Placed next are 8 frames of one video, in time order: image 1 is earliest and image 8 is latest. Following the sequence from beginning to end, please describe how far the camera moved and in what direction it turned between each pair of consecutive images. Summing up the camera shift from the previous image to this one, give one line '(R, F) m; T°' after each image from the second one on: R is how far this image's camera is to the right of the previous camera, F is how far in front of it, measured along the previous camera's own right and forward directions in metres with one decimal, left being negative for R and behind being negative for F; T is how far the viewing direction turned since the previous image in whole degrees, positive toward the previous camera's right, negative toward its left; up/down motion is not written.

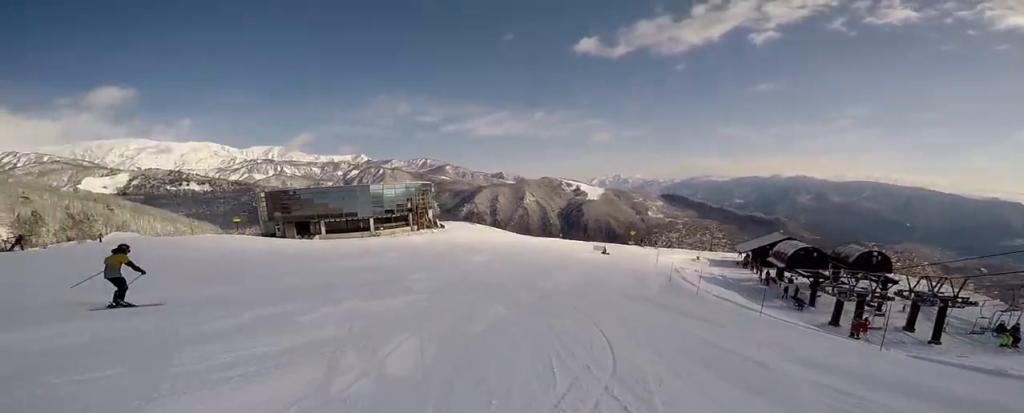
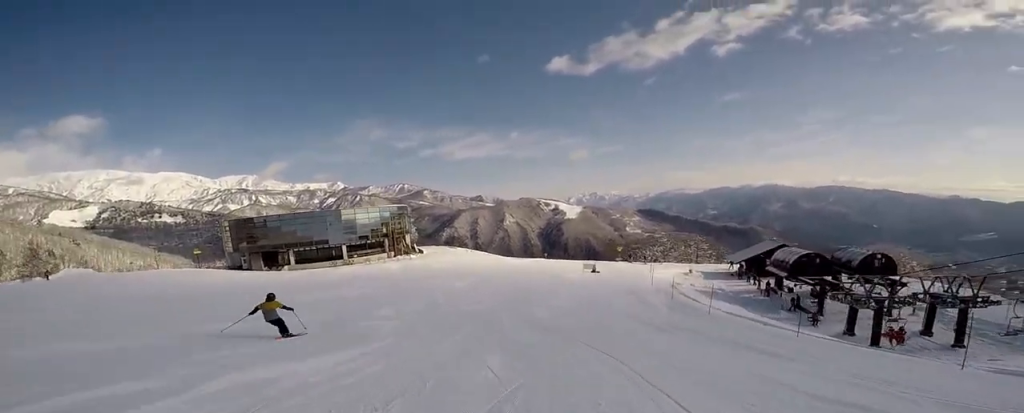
(-0.2, +3.7) m; +4°
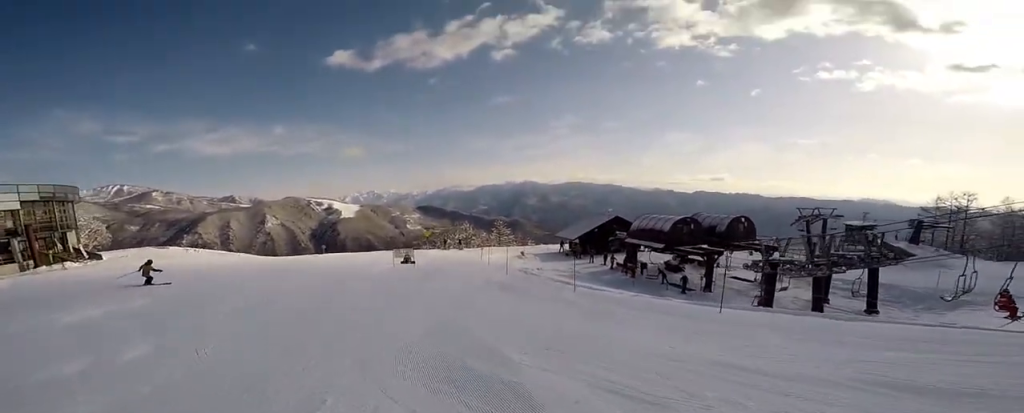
(+5.4, +15.5) m; +25°
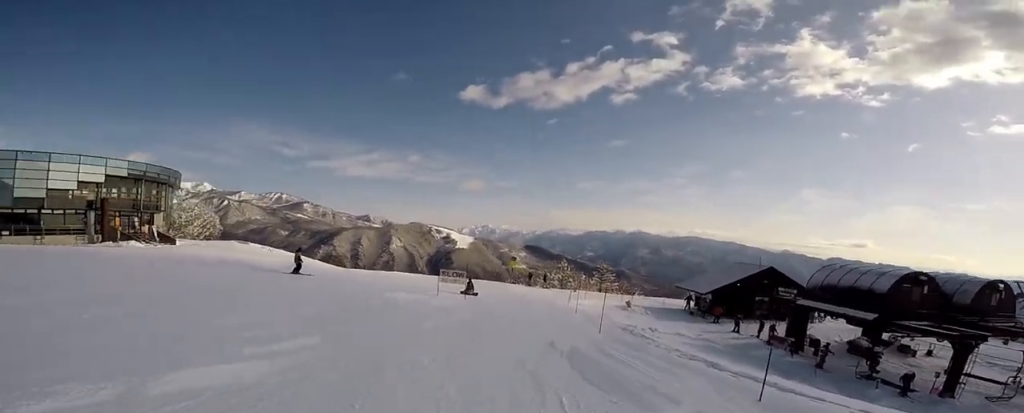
(-0.8, +9.7) m; -5°
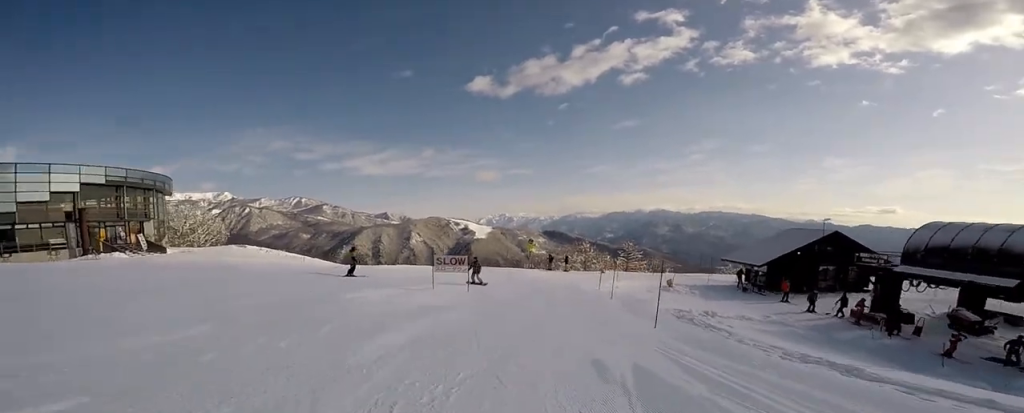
(+0.2, +4.5) m; 0°
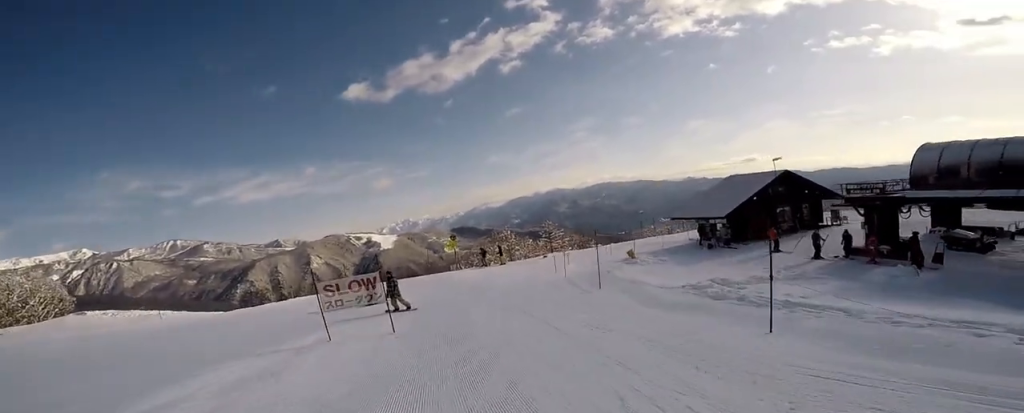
(-0.6, +6.7) m; +2°
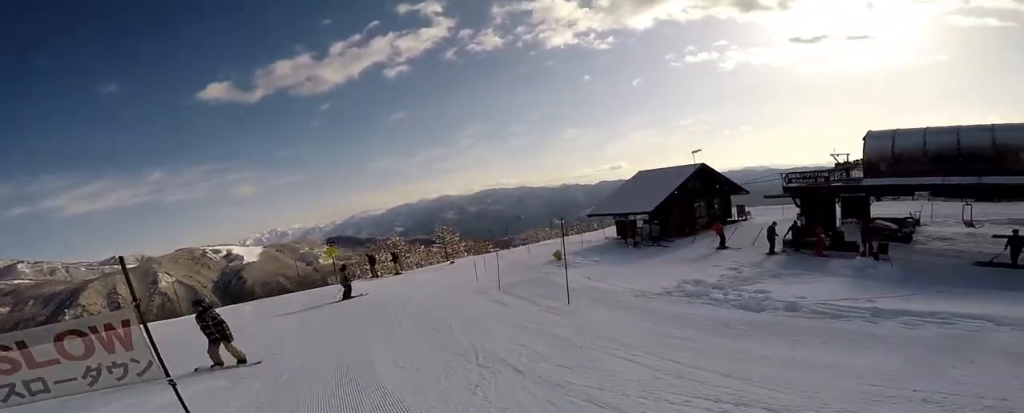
(+0.7, +5.0) m; +7°
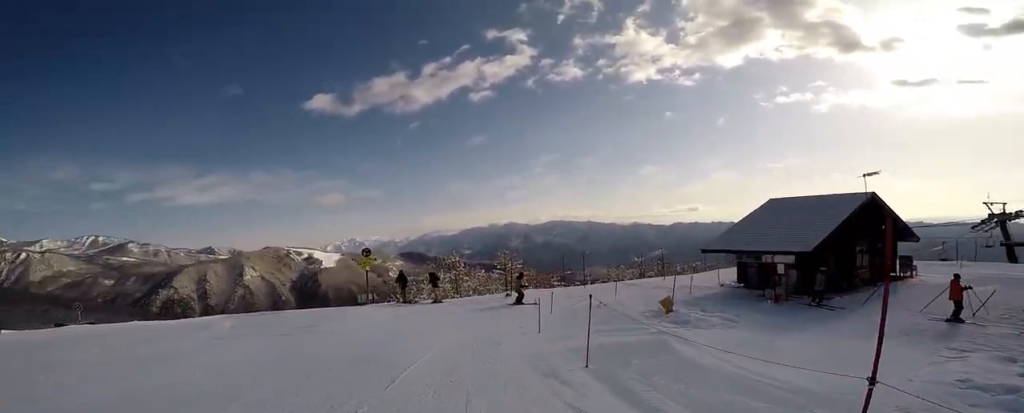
(+0.3, +6.5) m; +4°
